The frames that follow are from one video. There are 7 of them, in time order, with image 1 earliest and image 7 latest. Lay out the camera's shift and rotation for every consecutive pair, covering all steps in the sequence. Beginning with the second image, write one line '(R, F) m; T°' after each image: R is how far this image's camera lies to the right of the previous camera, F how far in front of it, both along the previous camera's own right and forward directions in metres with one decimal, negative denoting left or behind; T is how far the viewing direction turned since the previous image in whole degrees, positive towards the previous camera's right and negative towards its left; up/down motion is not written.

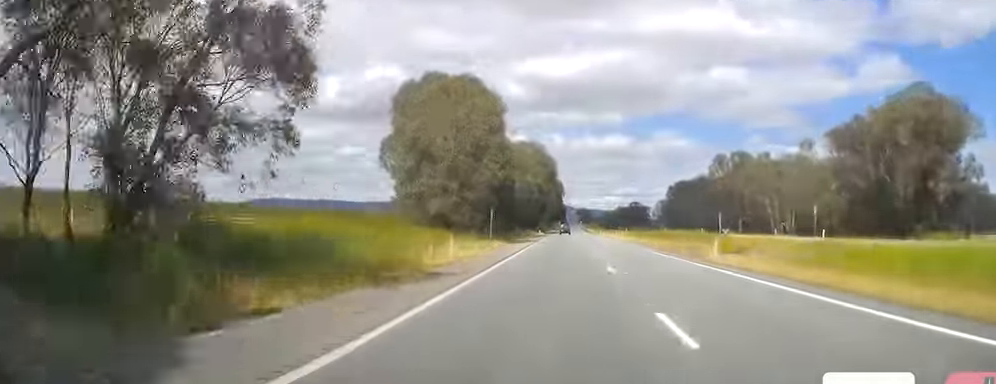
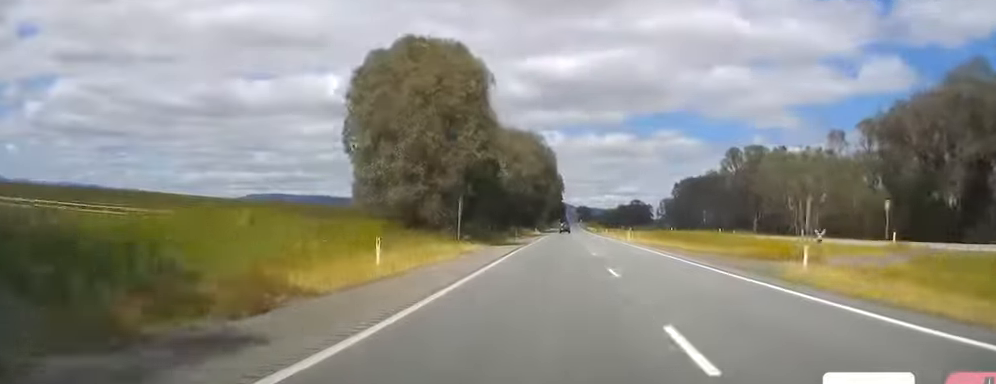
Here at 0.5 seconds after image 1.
(-0.1, +13.4) m; 0°
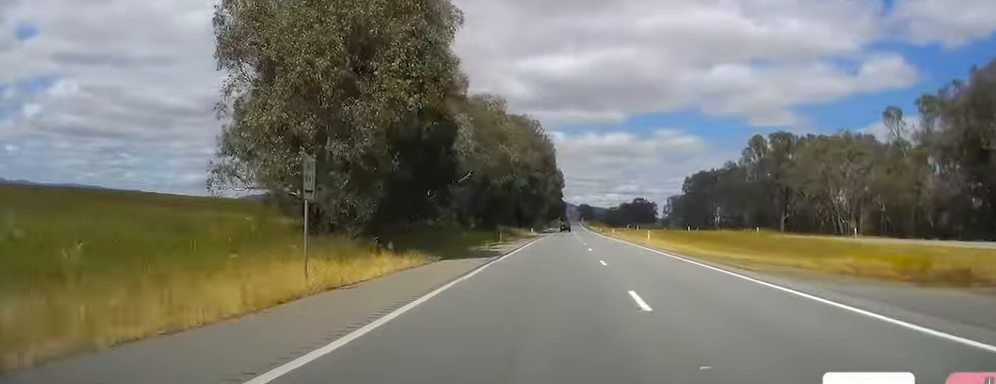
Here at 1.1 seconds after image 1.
(+0.4, +19.1) m; 0°
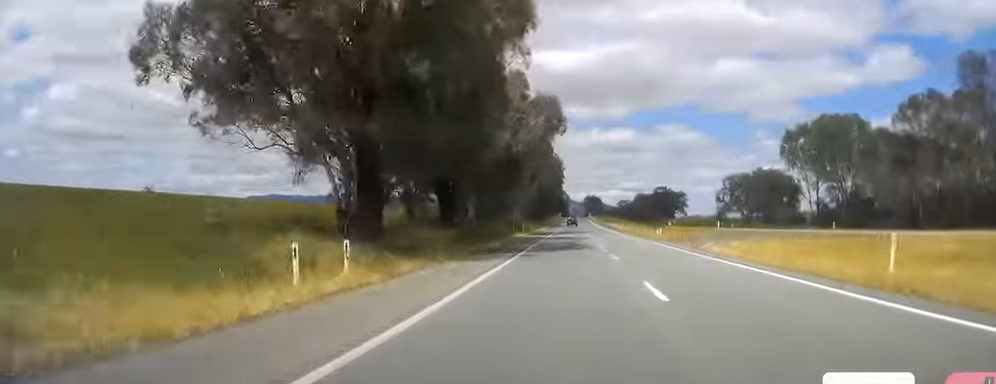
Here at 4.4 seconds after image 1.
(-1.3, +94.2) m; -1°
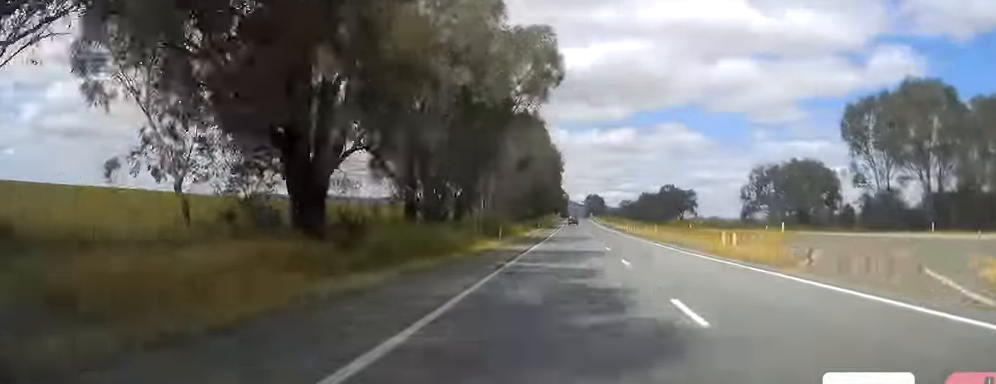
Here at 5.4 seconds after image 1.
(-0.2, +26.8) m; -1°
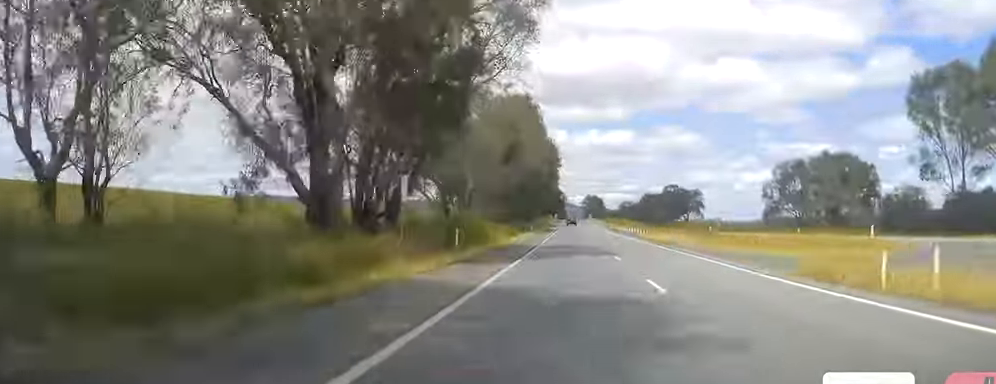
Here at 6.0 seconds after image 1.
(-0.1, +19.2) m; +1°
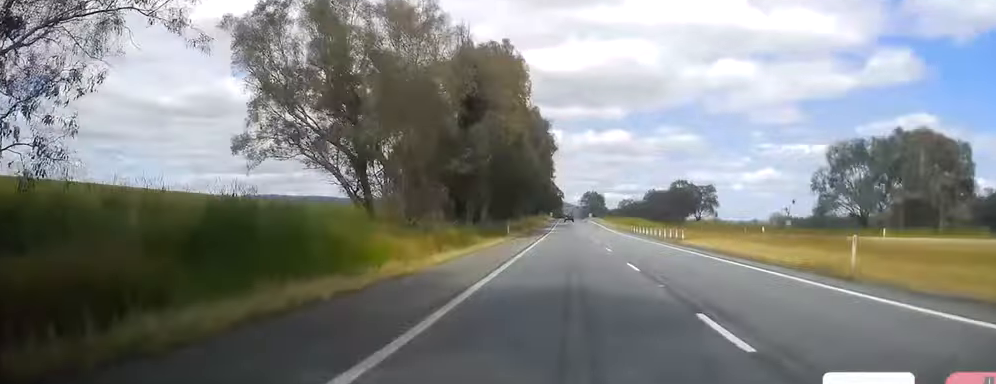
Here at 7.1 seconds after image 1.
(+0.8, +30.7) m; +1°
